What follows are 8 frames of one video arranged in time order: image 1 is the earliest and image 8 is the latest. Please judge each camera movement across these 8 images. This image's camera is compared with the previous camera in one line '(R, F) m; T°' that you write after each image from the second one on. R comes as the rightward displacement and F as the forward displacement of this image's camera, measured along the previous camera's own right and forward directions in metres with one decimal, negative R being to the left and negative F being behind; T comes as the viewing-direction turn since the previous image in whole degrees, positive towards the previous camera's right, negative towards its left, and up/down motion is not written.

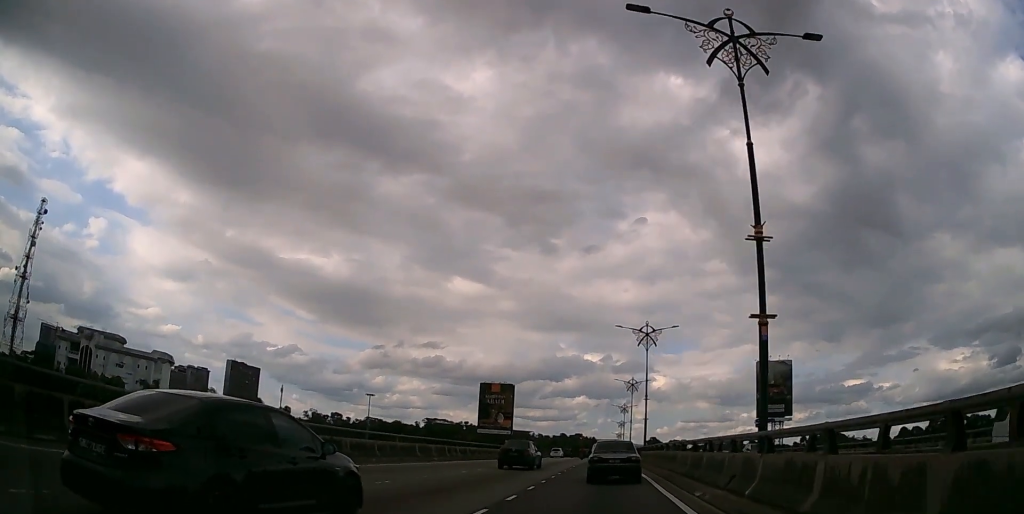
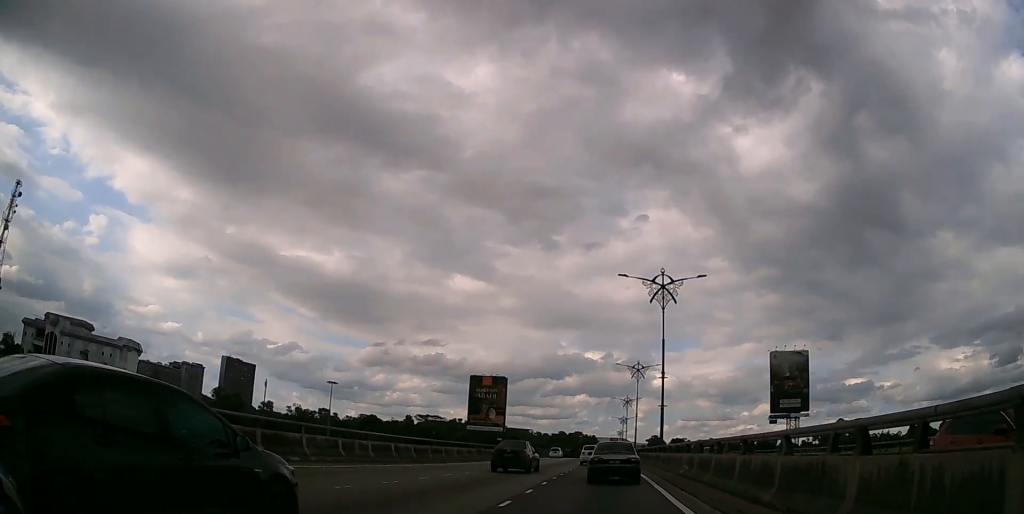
(0.0, +16.7) m; 0°
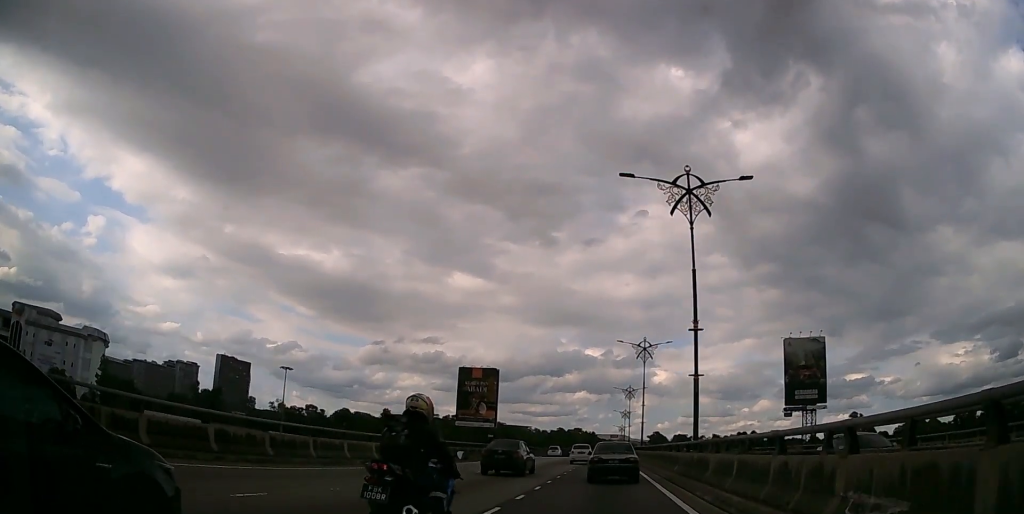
(+0.1, +14.3) m; 0°
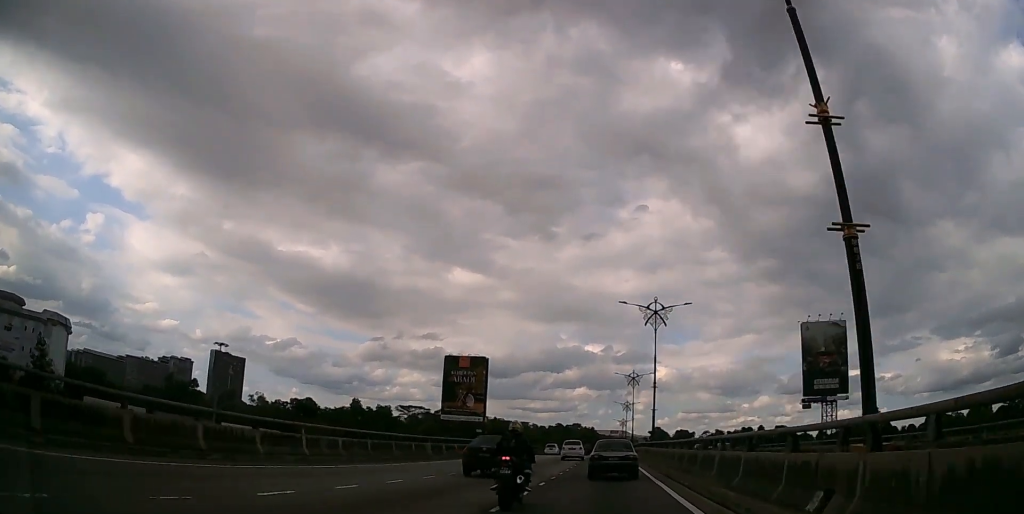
(0.0, +15.5) m; 0°
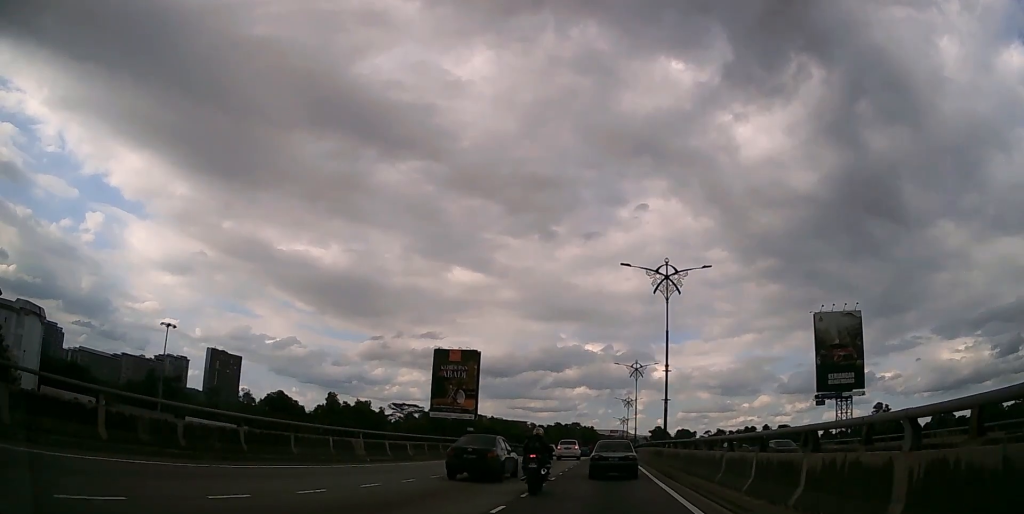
(0.0, +10.8) m; 0°
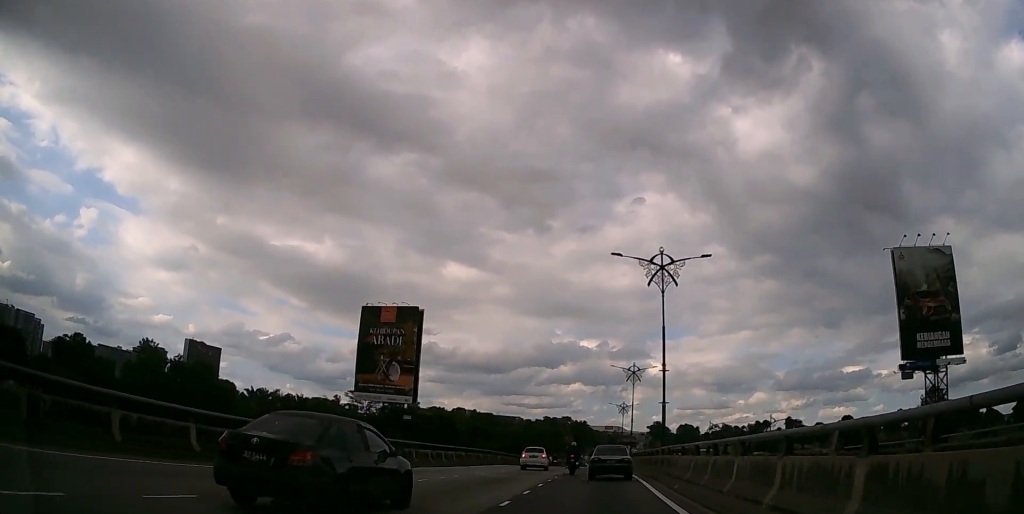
(+0.1, +44.7) m; 0°
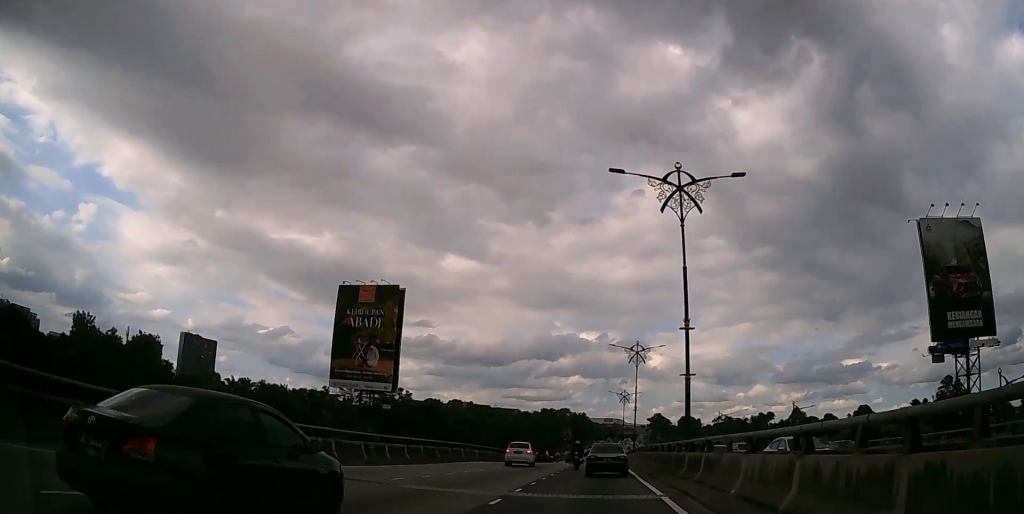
(0.0, +10.3) m; 0°
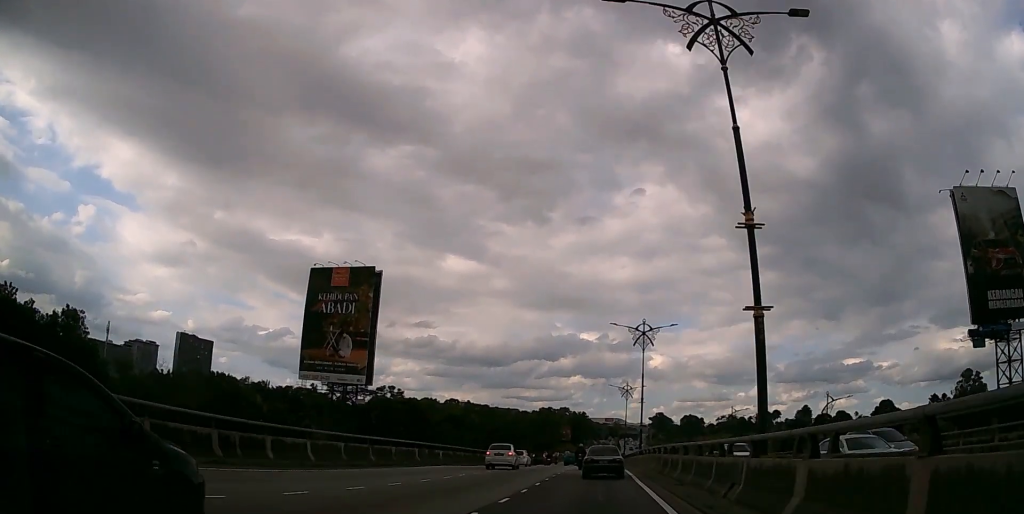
(0.0, +11.0) m; 0°
